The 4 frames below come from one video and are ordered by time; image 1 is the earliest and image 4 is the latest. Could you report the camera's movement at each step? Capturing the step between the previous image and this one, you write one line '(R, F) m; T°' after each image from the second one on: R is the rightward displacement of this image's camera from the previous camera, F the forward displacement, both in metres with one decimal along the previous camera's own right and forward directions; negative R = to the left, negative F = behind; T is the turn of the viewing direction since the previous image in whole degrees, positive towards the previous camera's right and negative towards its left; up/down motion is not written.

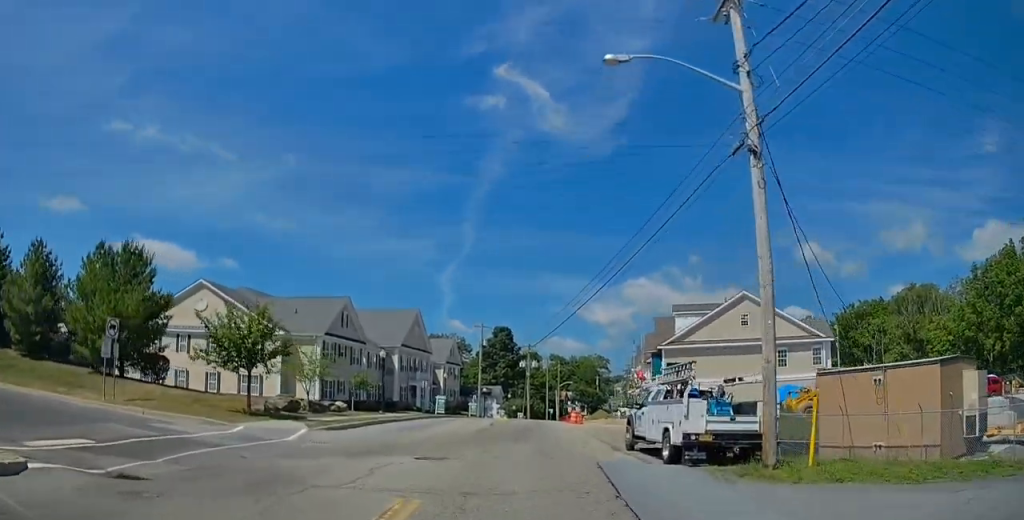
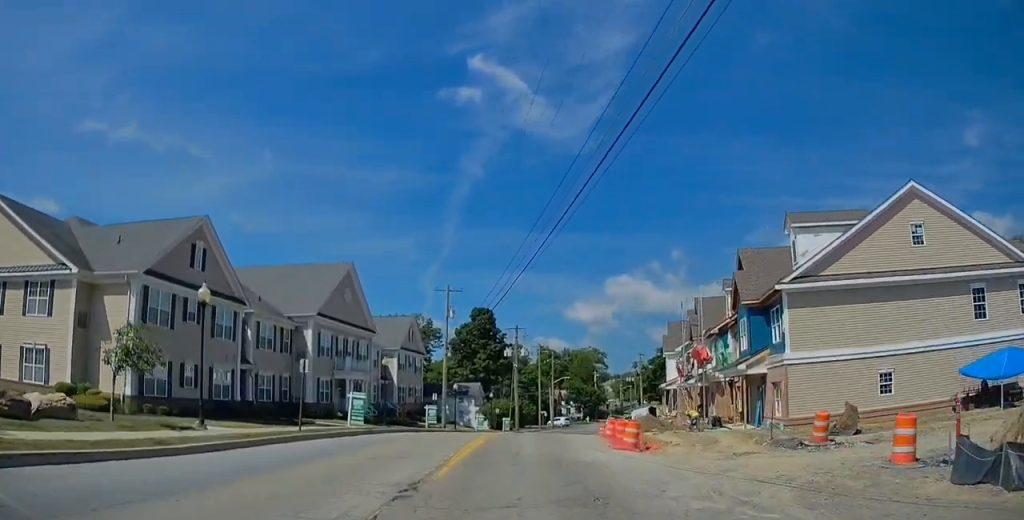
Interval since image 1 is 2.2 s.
(+0.4, +28.0) m; +1°
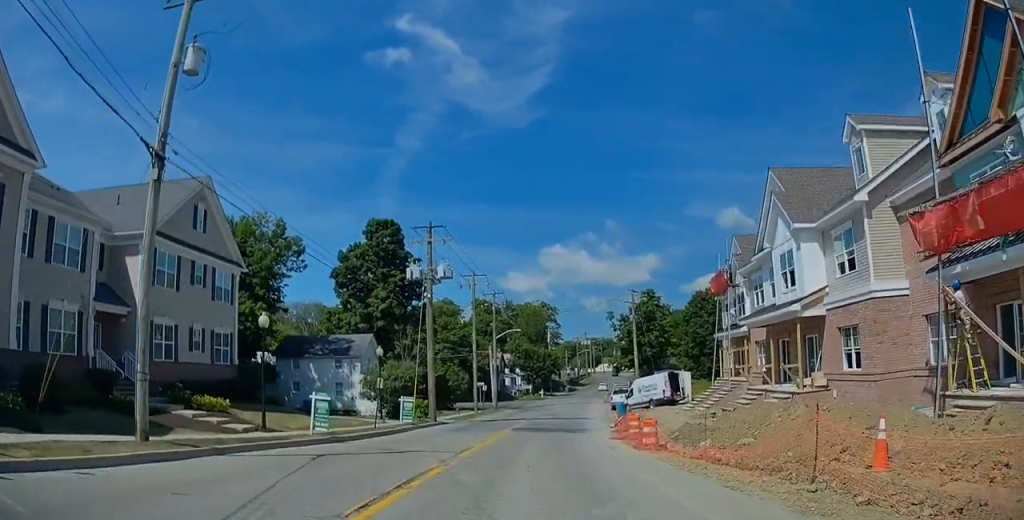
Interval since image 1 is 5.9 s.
(+1.7, +40.5) m; +6°
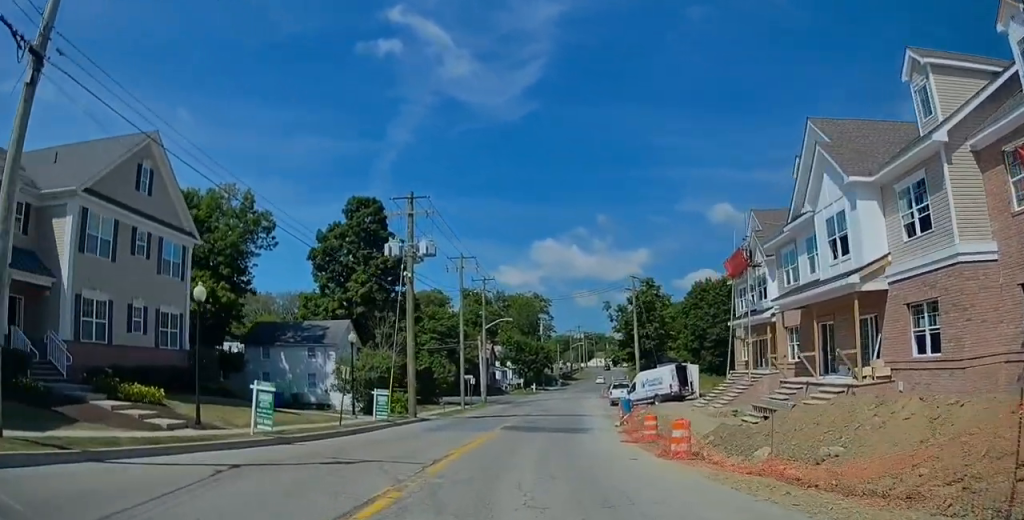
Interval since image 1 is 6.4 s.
(+0.4, +5.2) m; +3°
